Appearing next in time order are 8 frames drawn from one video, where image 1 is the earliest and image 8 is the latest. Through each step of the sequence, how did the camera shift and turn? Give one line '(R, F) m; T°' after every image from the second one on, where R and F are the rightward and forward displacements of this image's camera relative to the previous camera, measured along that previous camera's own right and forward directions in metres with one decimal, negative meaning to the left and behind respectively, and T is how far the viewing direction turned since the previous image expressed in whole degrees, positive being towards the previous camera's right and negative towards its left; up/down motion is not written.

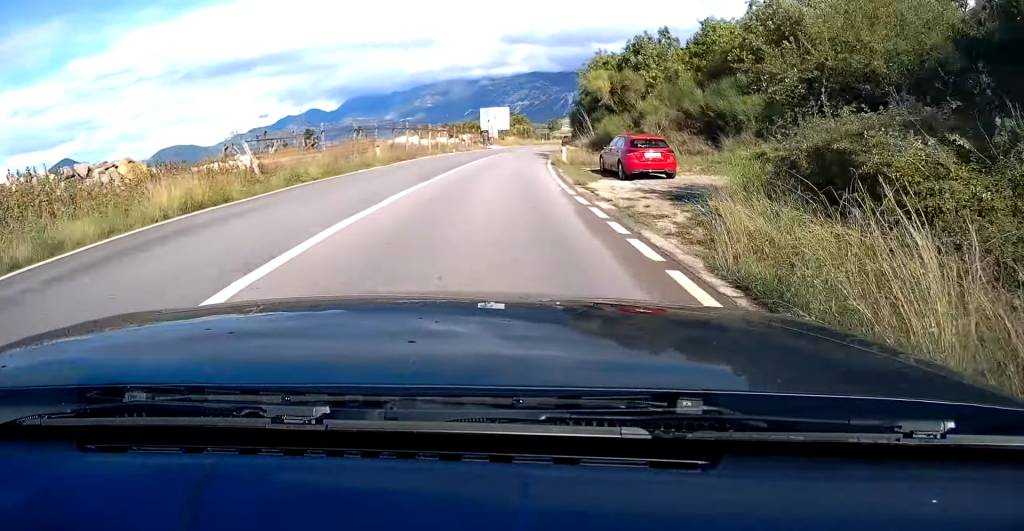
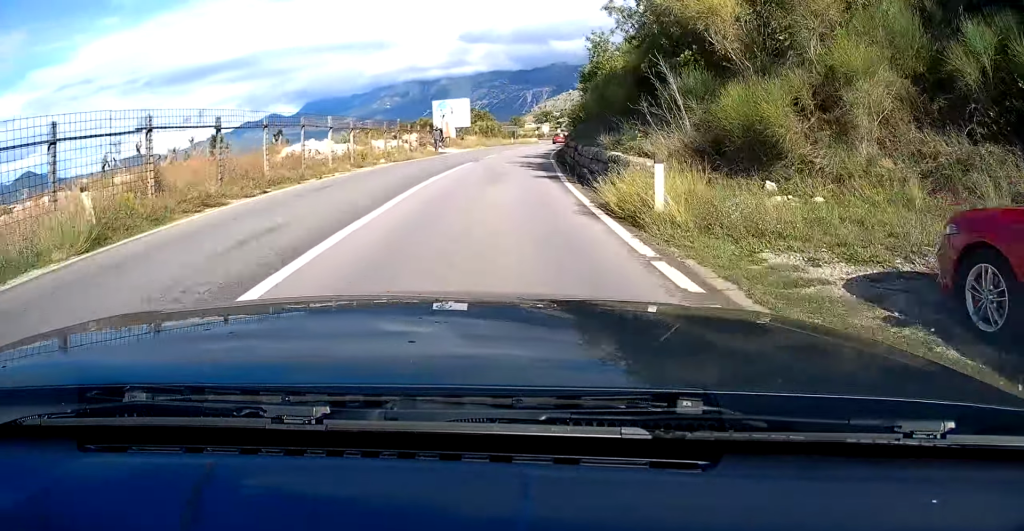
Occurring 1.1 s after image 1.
(+0.9, +20.4) m; +3°
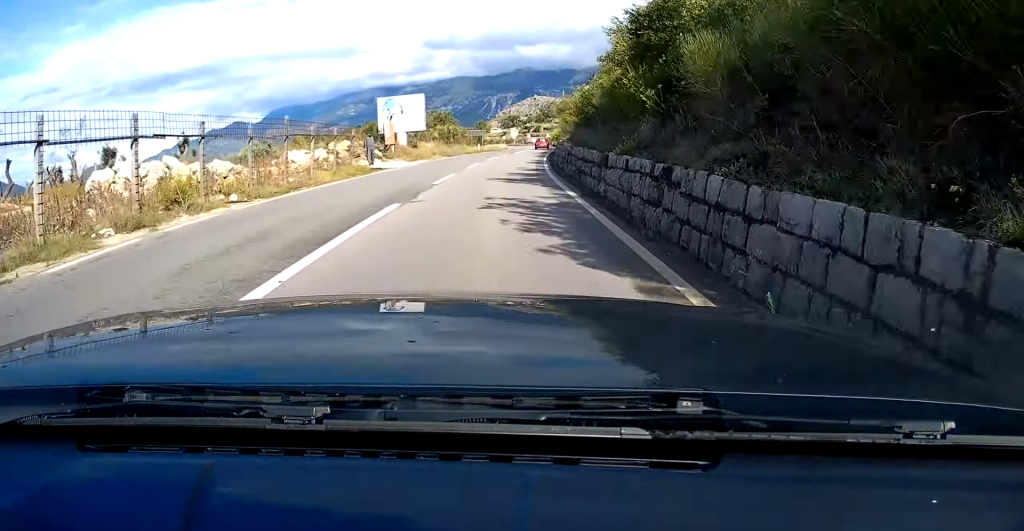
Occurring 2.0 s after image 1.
(-0.1, +15.4) m; +3°
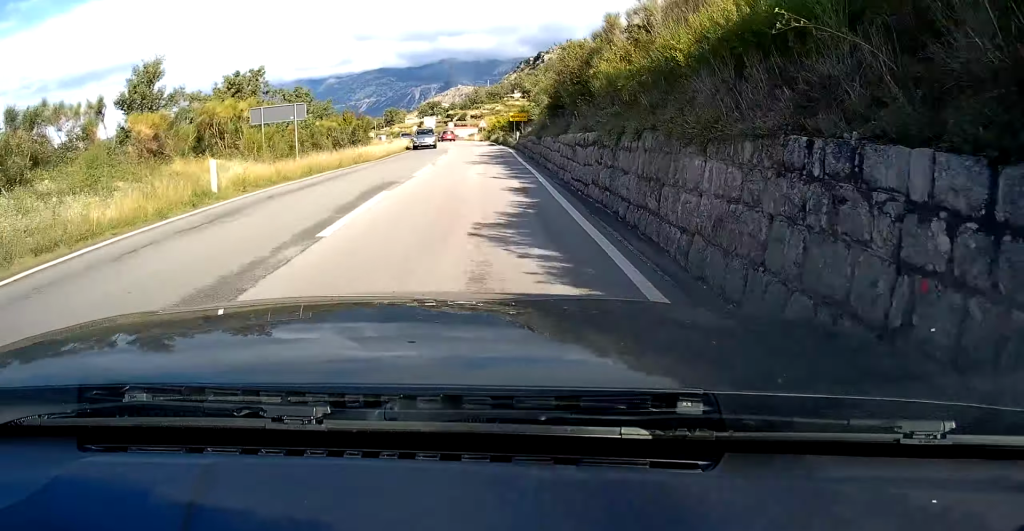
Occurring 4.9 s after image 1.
(+3.8, +52.9) m; +5°
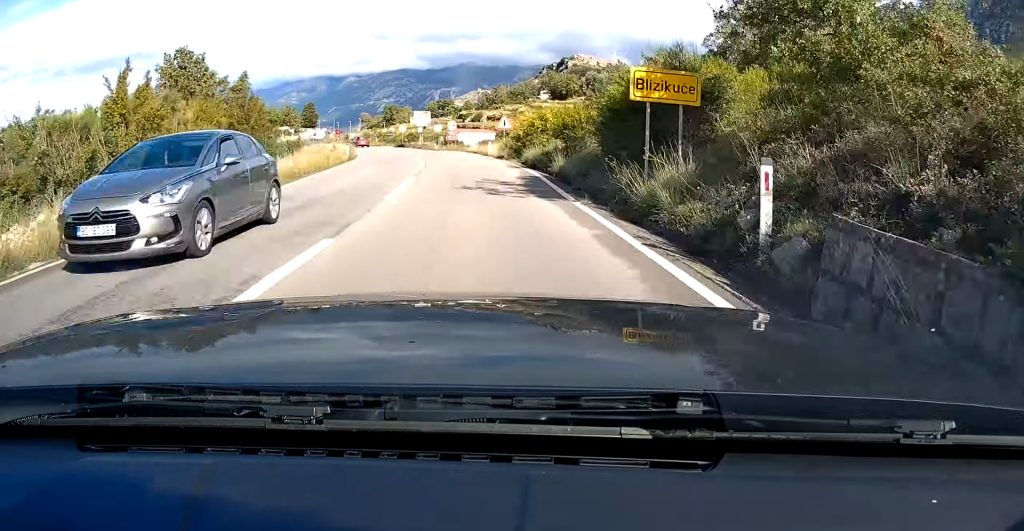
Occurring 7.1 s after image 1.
(+0.2, +38.6) m; -3°
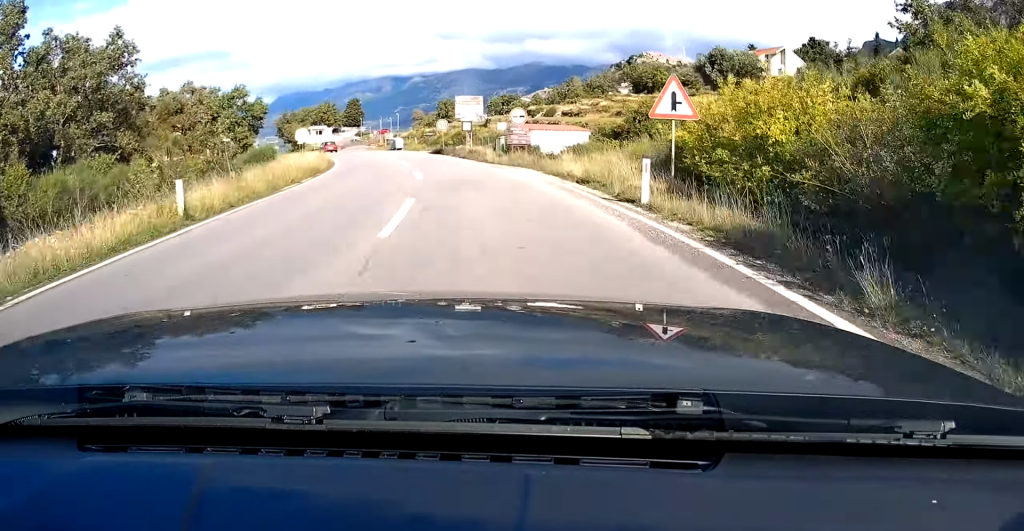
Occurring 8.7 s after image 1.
(-0.8, +27.6) m; -6°
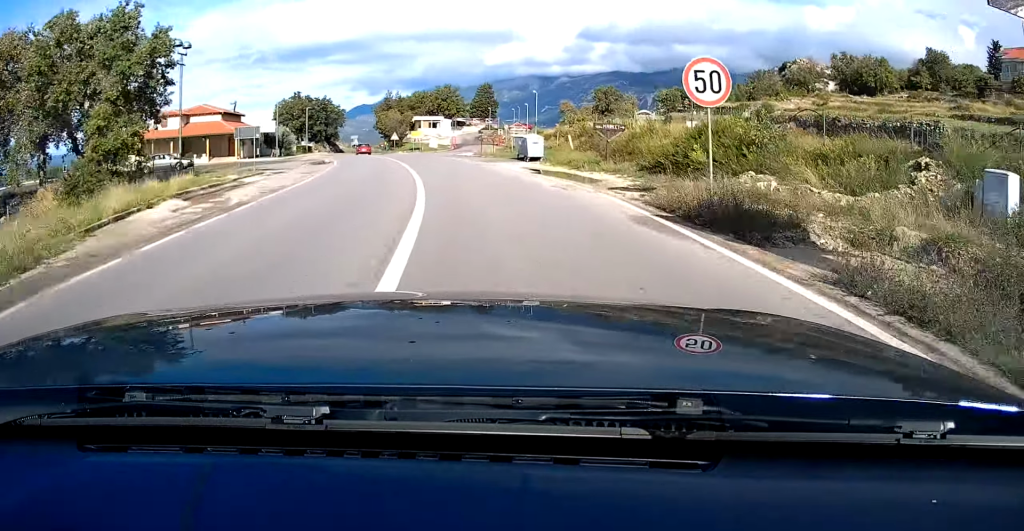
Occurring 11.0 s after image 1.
(-4.1, +39.4) m; -12°
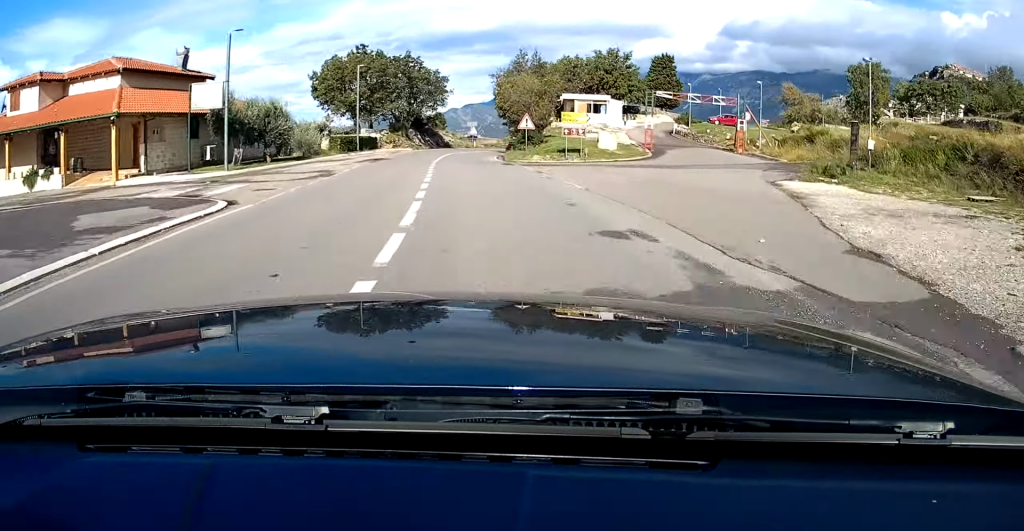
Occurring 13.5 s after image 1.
(-4.8, +43.0) m; -10°
